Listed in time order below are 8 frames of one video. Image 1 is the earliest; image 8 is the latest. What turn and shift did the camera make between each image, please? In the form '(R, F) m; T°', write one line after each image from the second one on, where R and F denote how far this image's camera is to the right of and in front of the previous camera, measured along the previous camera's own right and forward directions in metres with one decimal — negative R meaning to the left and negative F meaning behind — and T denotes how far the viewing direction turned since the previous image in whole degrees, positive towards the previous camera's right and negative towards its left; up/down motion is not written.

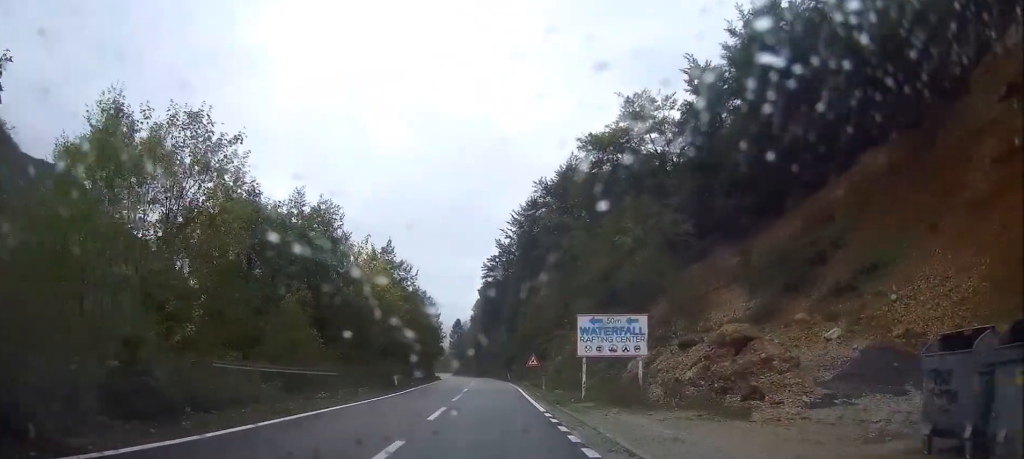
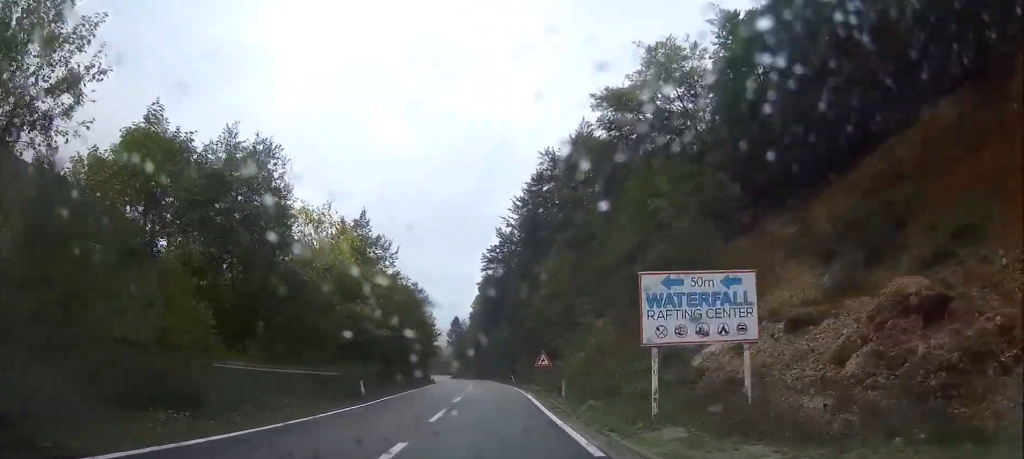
(0.0, +9.9) m; 0°
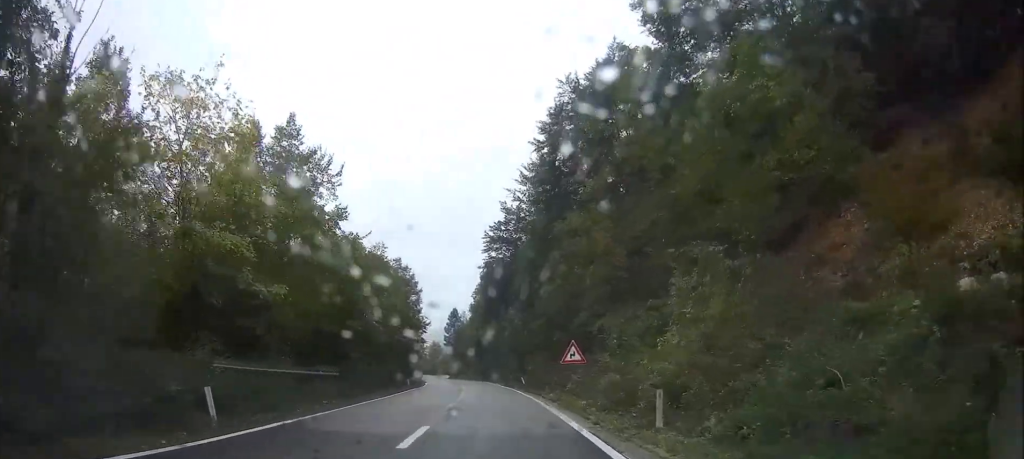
(-0.1, +16.2) m; -1°
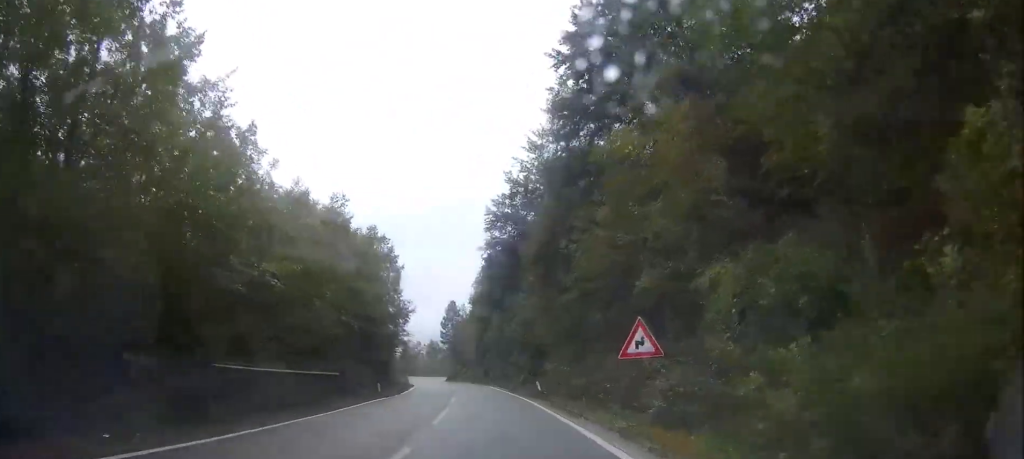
(-0.1, +14.2) m; 0°
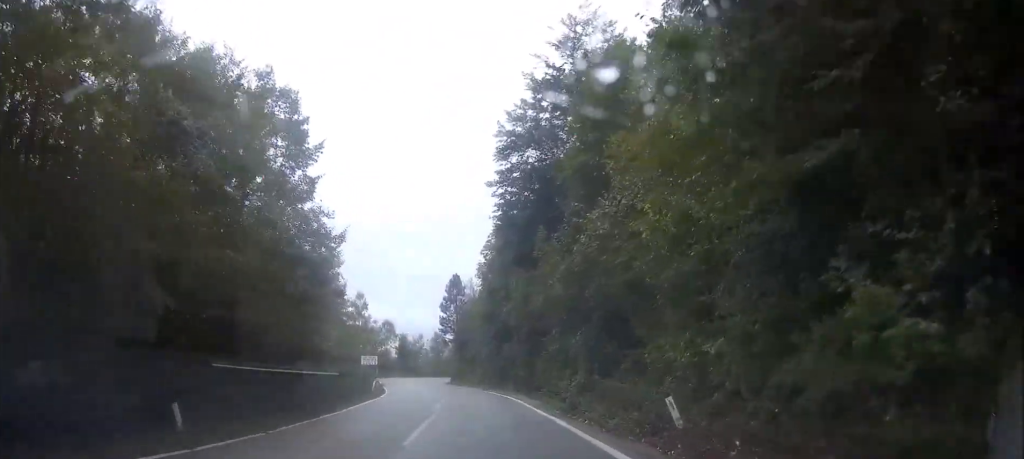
(0.0, +25.6) m; 0°
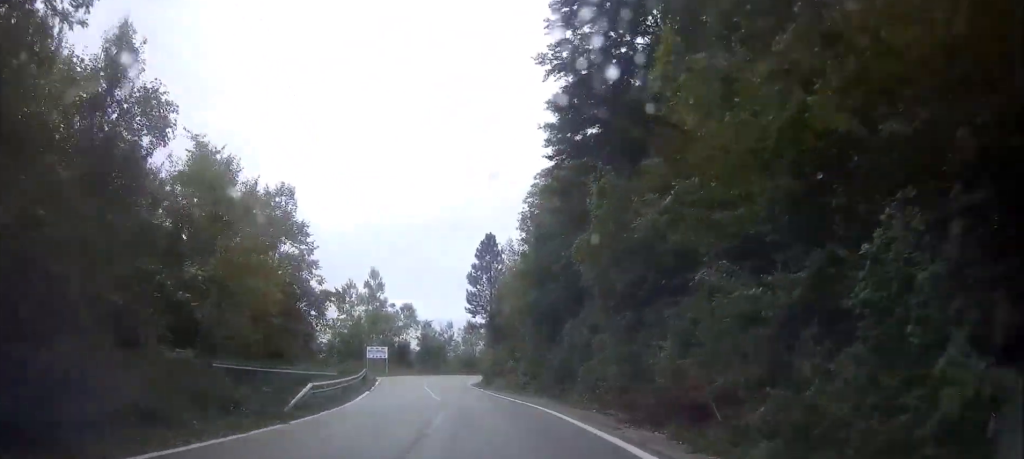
(-0.2, +20.3) m; -4°
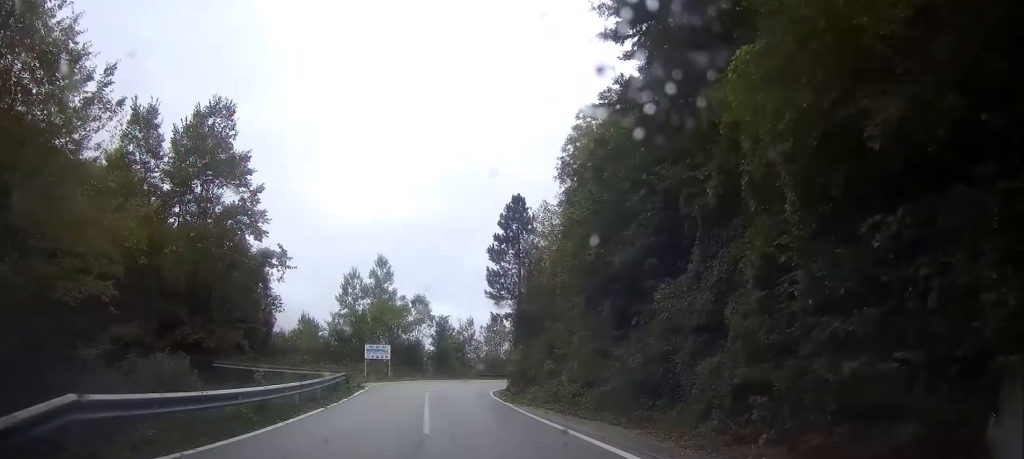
(-0.5, +12.5) m; -4°
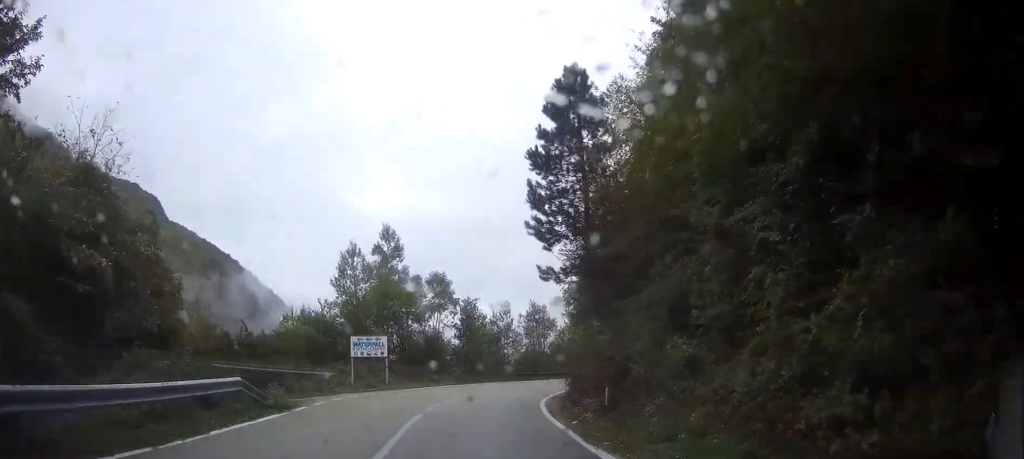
(-0.5, +17.0) m; -1°
